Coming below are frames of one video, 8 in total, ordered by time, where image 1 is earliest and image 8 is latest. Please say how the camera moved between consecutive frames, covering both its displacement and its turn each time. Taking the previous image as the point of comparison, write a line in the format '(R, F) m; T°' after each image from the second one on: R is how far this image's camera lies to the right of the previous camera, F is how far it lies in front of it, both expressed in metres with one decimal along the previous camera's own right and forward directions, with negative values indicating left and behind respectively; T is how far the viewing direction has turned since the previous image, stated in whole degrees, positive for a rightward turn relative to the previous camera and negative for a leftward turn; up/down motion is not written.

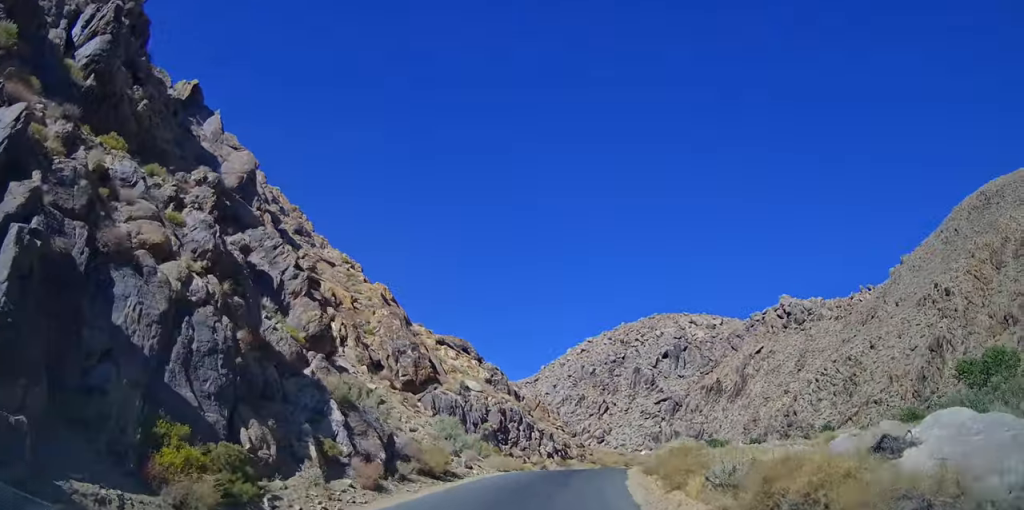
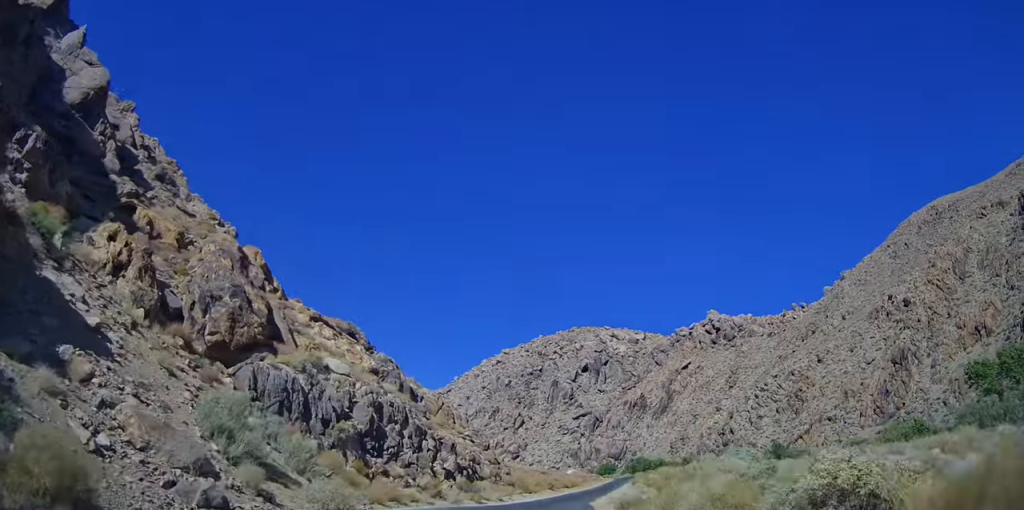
(+1.8, +15.8) m; +12°
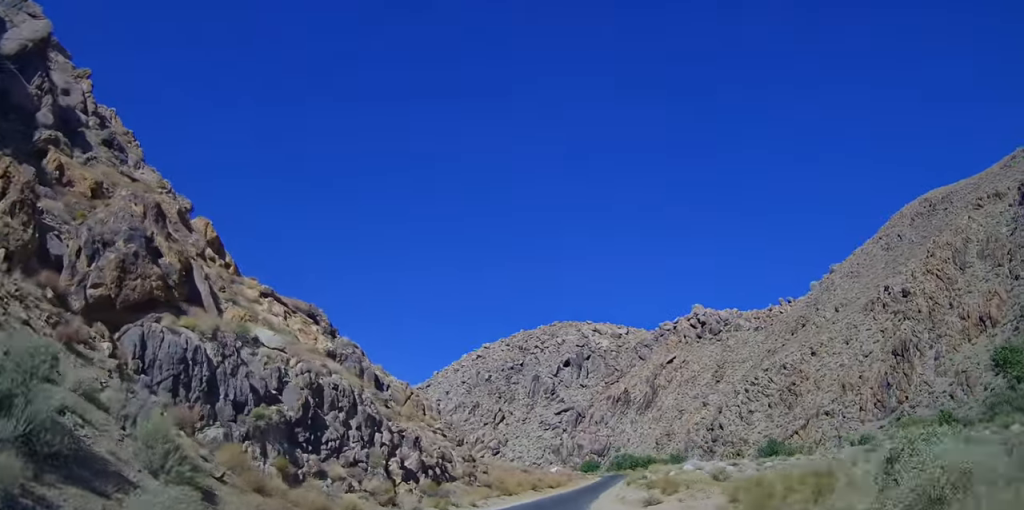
(+0.3, +6.7) m; +3°
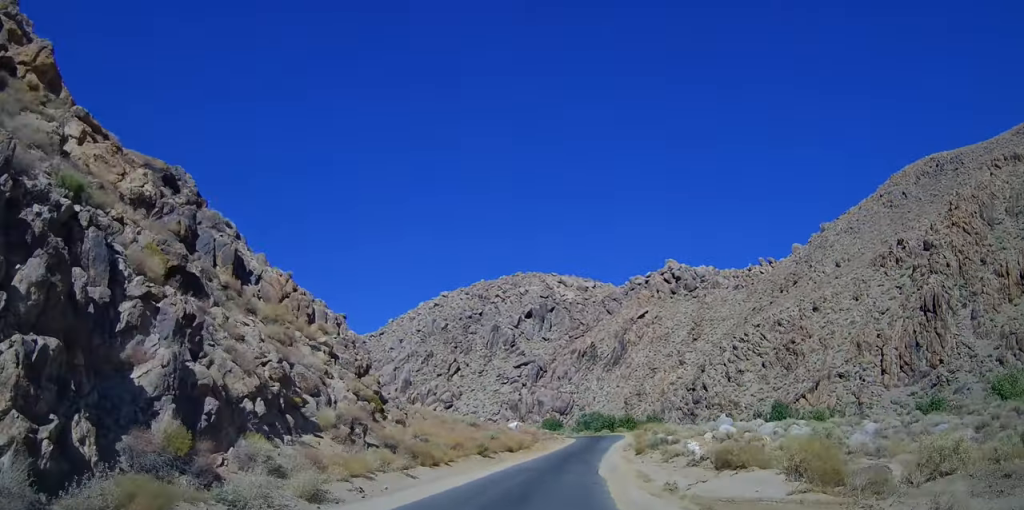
(+1.1, +19.9) m; +6°
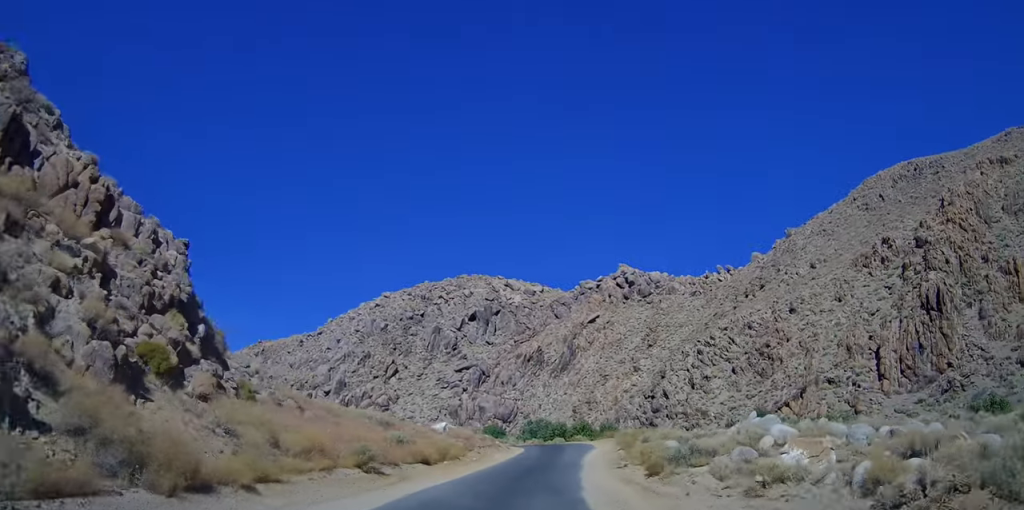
(+0.7, +13.7) m; +4°
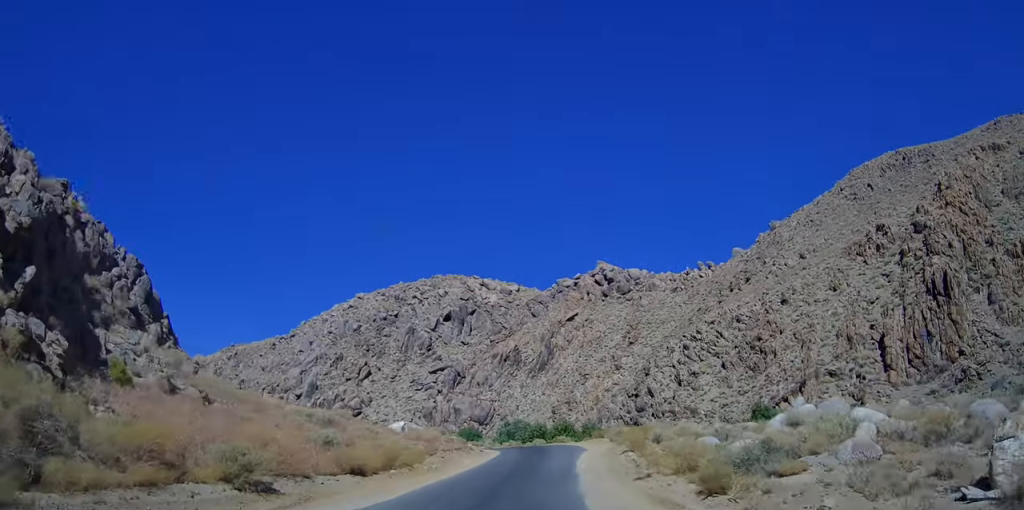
(+0.1, +6.8) m; +2°
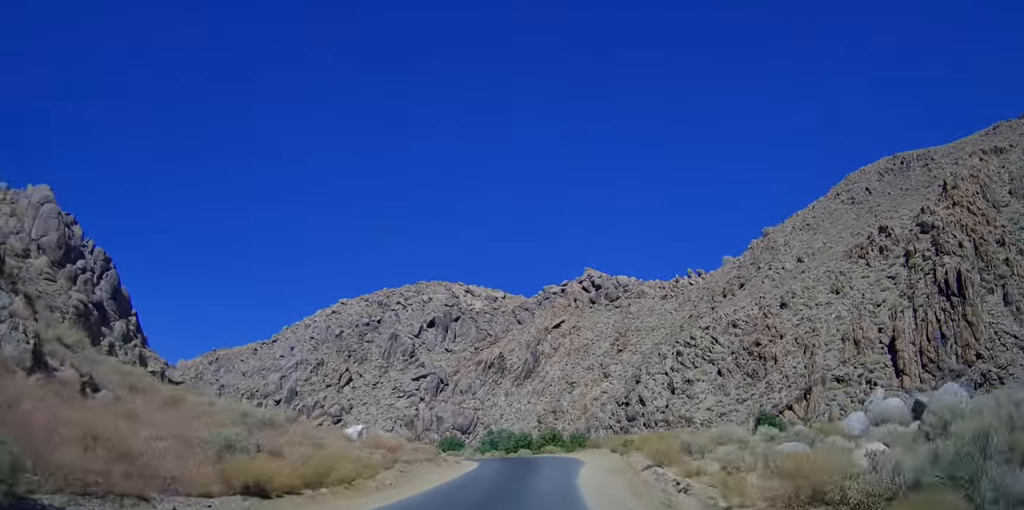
(-0.1, +6.0) m; +2°
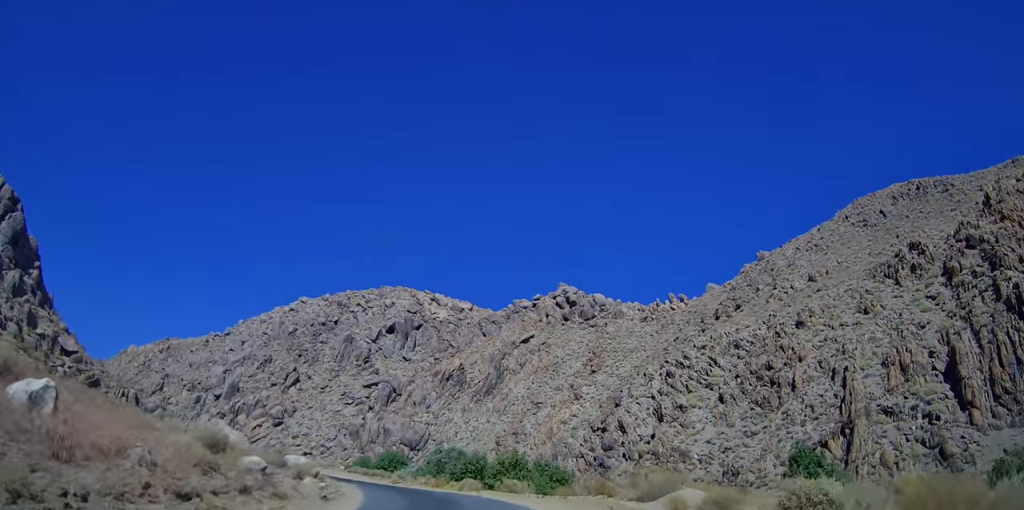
(+1.2, +18.5) m; +7°
